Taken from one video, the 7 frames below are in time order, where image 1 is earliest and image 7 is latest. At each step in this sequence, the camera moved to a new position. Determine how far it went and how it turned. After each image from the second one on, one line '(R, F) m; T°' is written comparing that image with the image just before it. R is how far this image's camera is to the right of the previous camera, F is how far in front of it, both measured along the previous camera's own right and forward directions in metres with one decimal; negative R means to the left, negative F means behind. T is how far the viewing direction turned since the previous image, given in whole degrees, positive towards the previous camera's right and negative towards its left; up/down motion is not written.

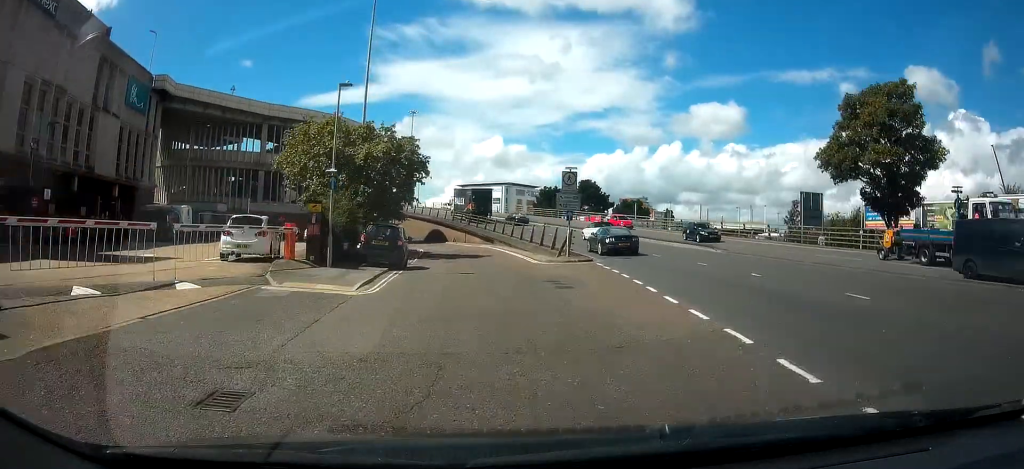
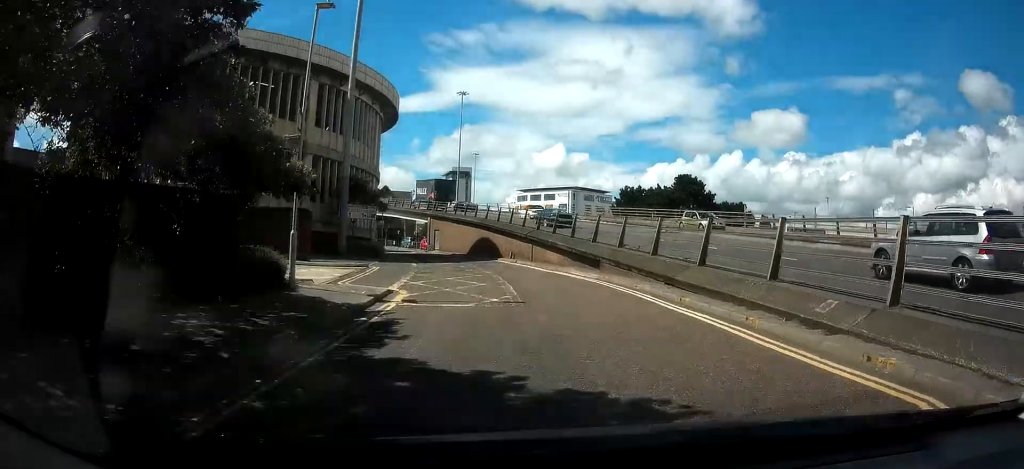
(-0.3, +28.3) m; -4°
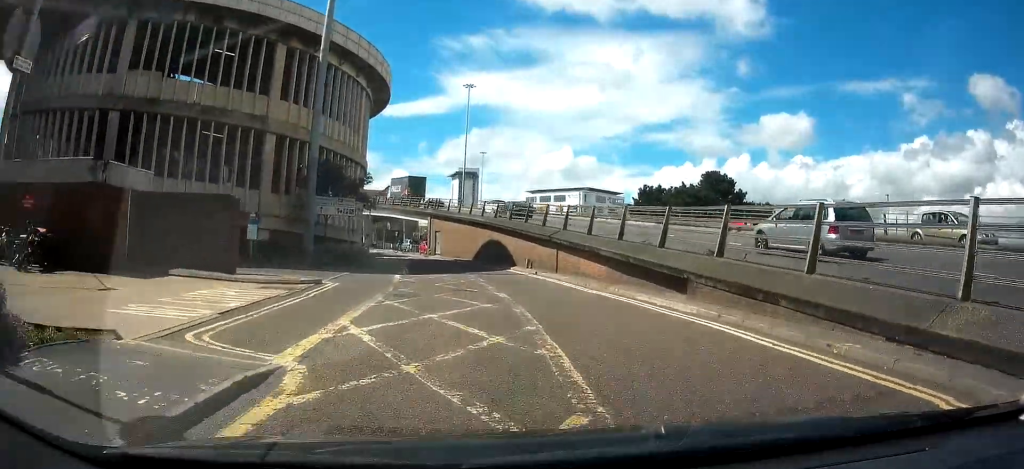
(-0.2, +8.8) m; -2°
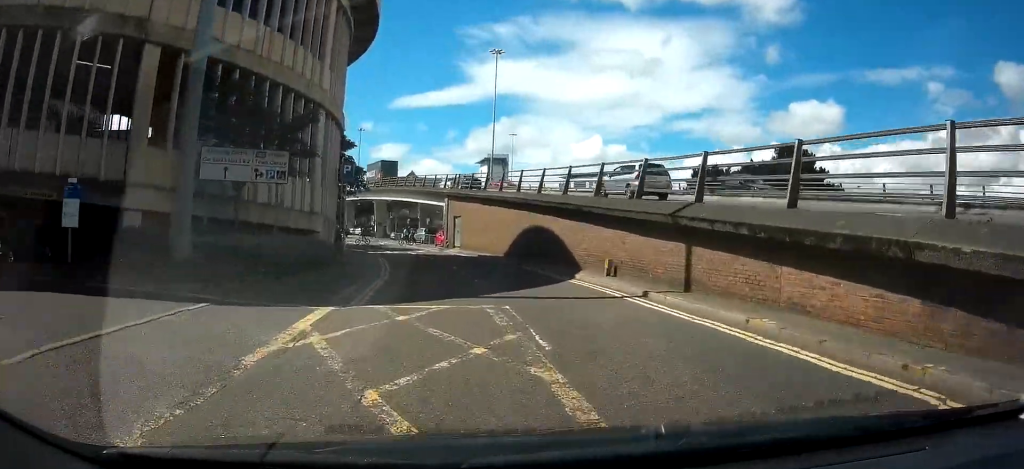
(-0.5, +14.8) m; -6°
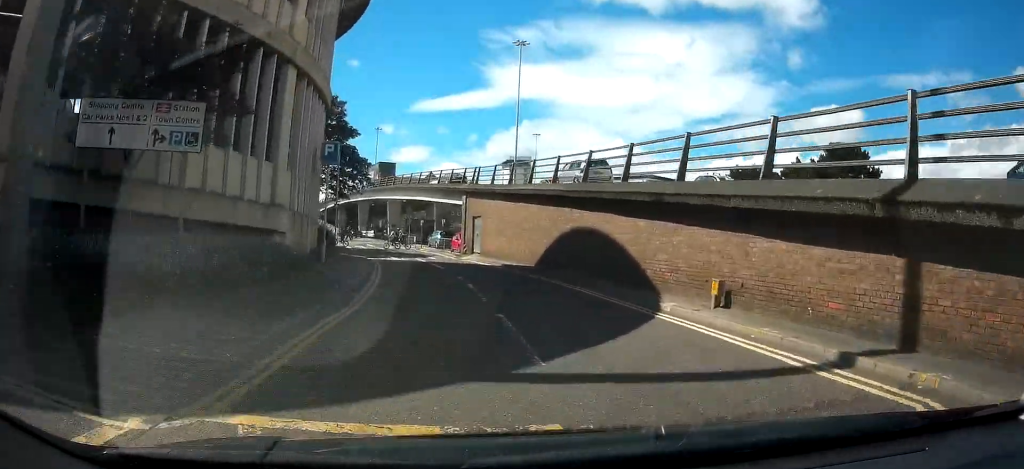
(-0.2, +6.9) m; -3°
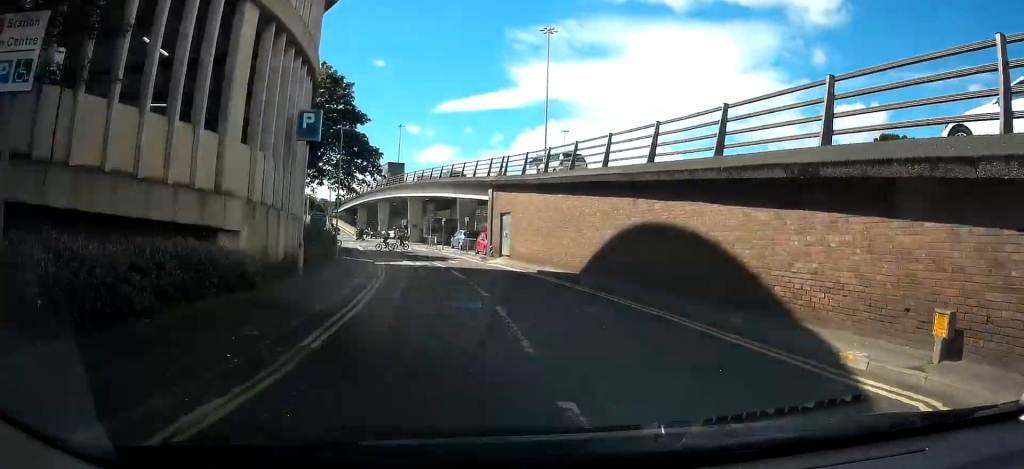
(-0.1, +5.5) m; -2°
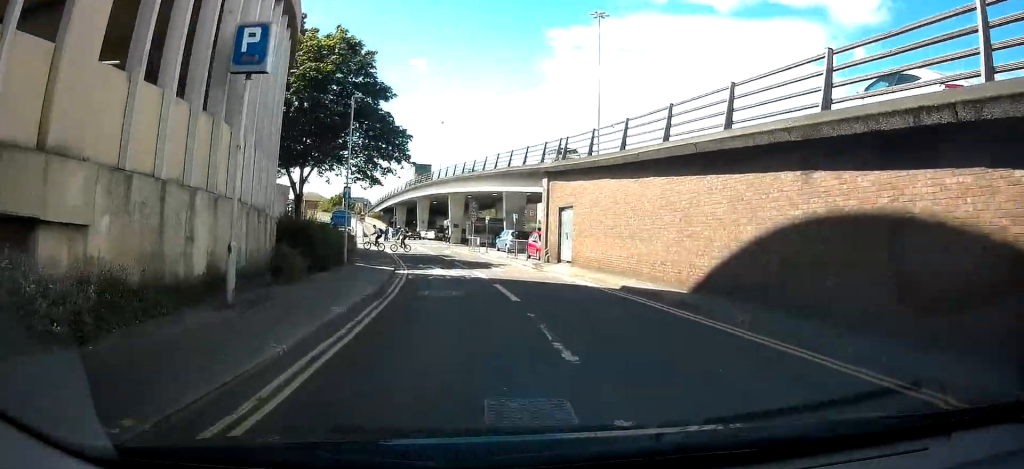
(-0.2, +6.8) m; -5°
